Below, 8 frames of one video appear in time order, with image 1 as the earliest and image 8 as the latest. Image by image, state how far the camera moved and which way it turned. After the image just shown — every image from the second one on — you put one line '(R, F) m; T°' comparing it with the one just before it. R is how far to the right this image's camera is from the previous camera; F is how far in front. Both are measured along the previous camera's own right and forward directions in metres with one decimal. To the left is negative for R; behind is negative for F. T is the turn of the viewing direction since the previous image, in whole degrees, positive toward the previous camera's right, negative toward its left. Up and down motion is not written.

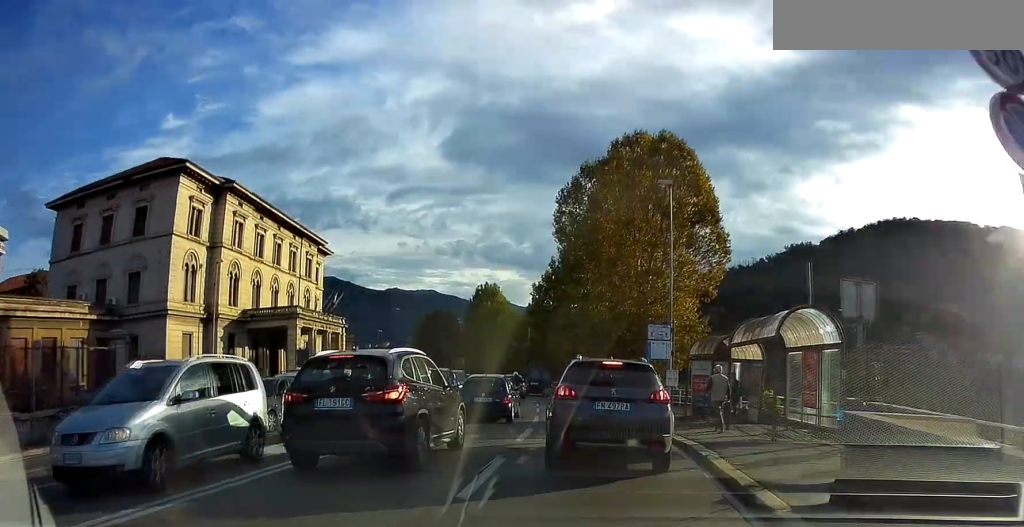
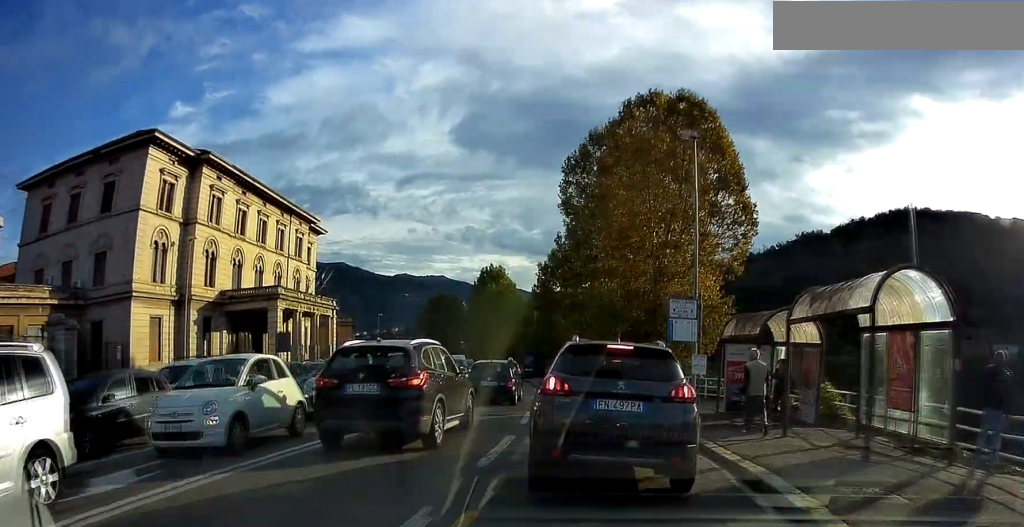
(-0.2, +5.4) m; -1°
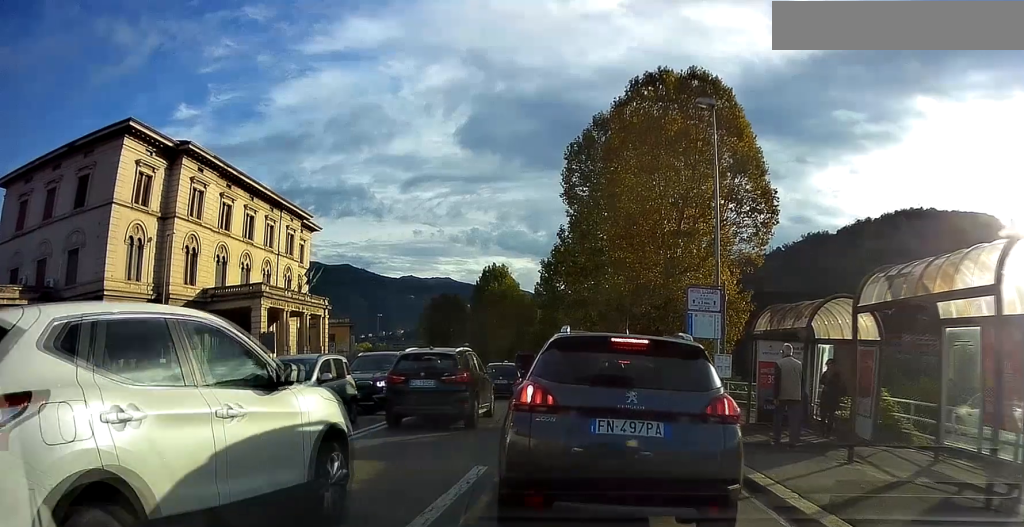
(-0.3, +6.0) m; 0°
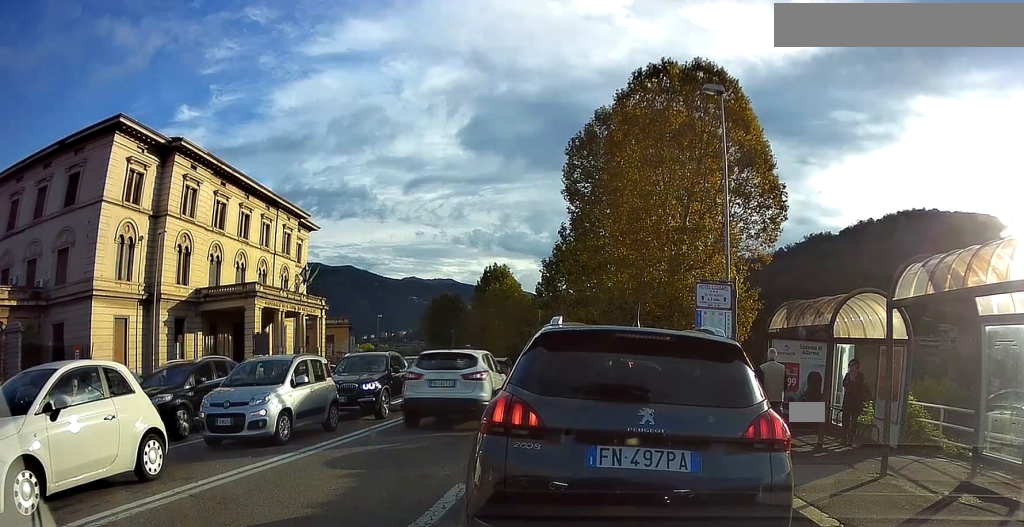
(+0.5, +5.9) m; +4°
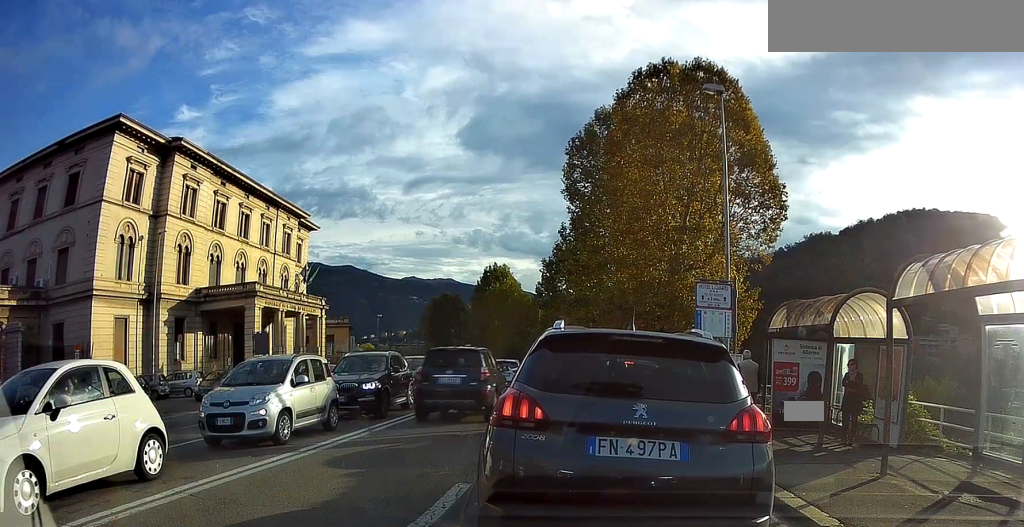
(-0.2, +1.6) m; 0°
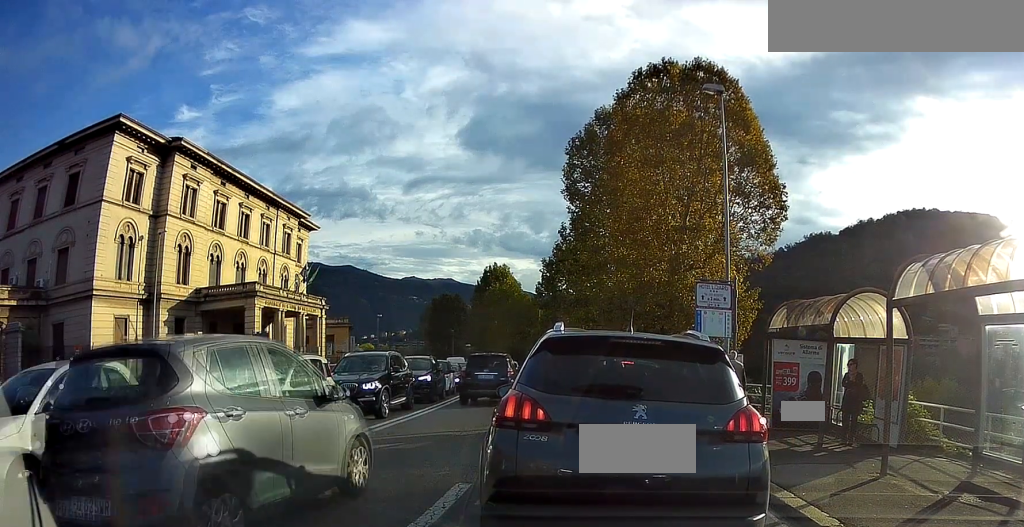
(0.0, +0.1) m; 0°
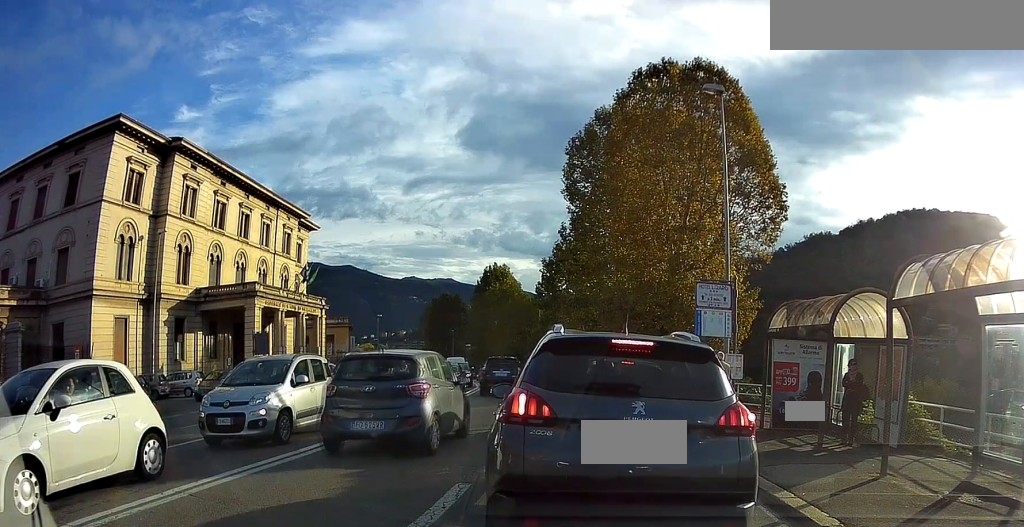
(0.0, 0.0) m; 0°
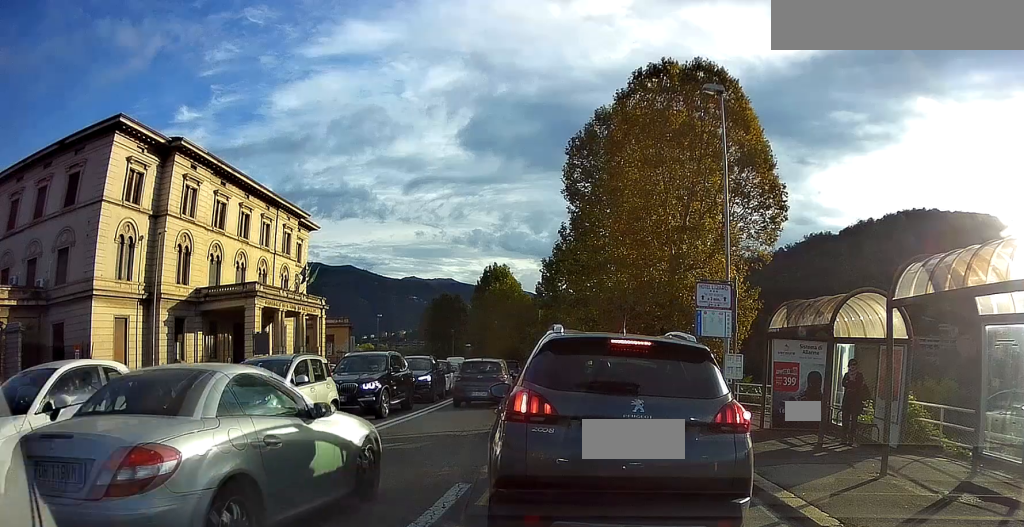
(0.0, +0.1) m; 0°
